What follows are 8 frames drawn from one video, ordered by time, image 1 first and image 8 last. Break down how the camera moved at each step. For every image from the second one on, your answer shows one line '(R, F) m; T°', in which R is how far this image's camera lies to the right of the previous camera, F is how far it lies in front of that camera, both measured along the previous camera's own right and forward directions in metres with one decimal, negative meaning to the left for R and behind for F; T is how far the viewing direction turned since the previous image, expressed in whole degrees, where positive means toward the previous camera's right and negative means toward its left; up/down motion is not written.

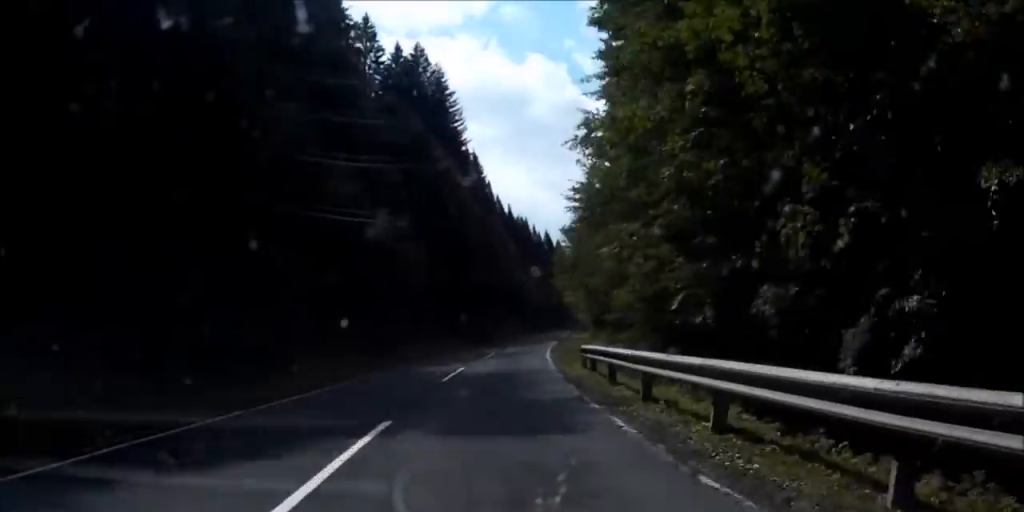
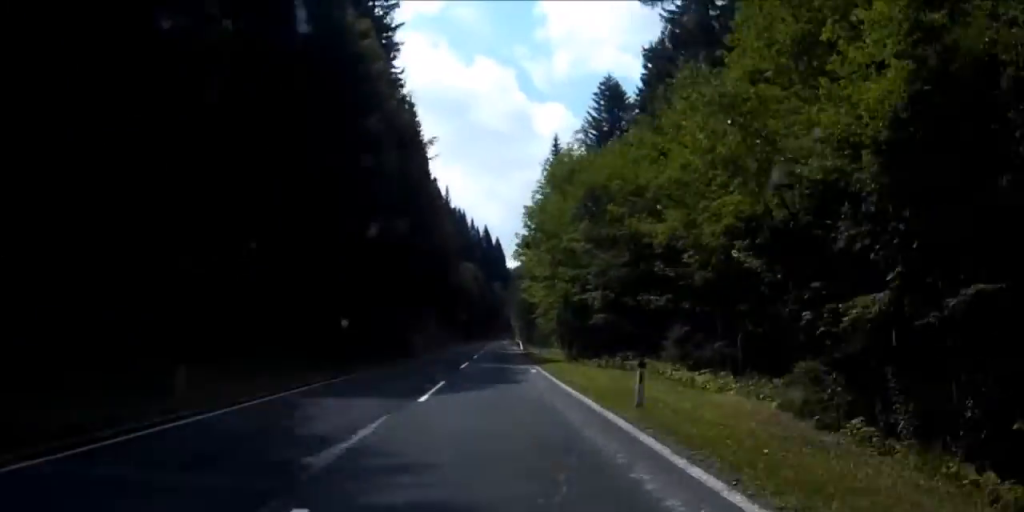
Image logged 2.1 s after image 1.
(+1.9, +35.3) m; +4°
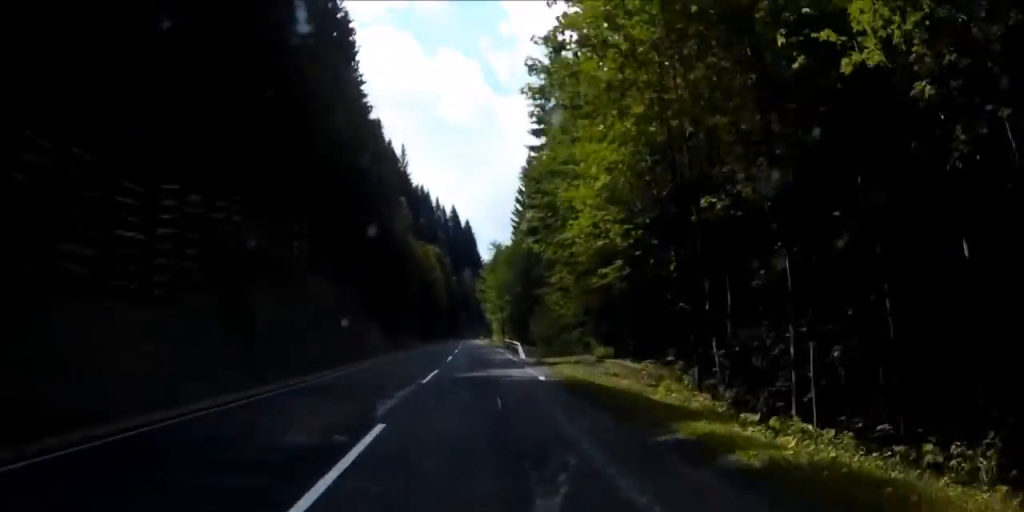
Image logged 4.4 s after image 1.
(+0.6, +38.9) m; +1°
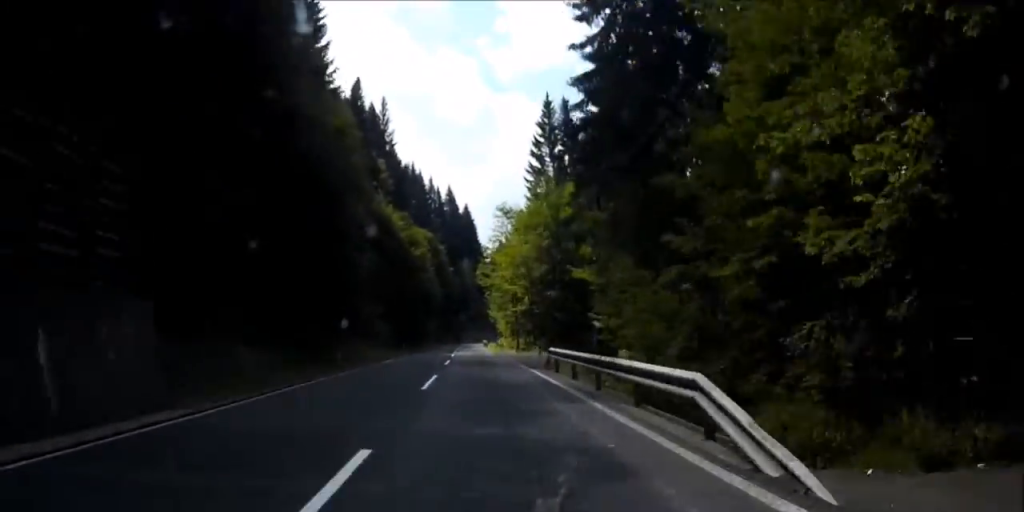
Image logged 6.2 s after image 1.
(0.0, +31.5) m; 0°
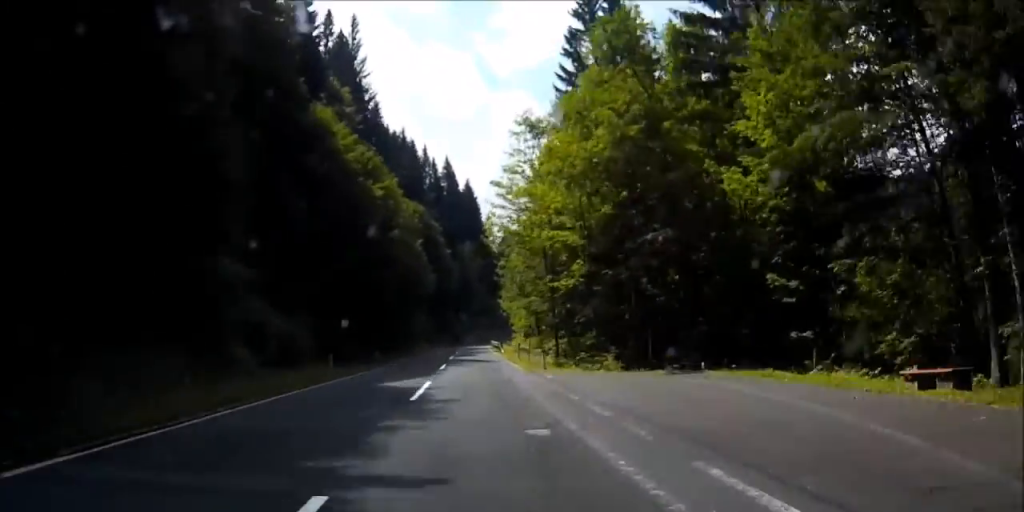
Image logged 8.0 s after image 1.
(-0.1, +31.7) m; 0°
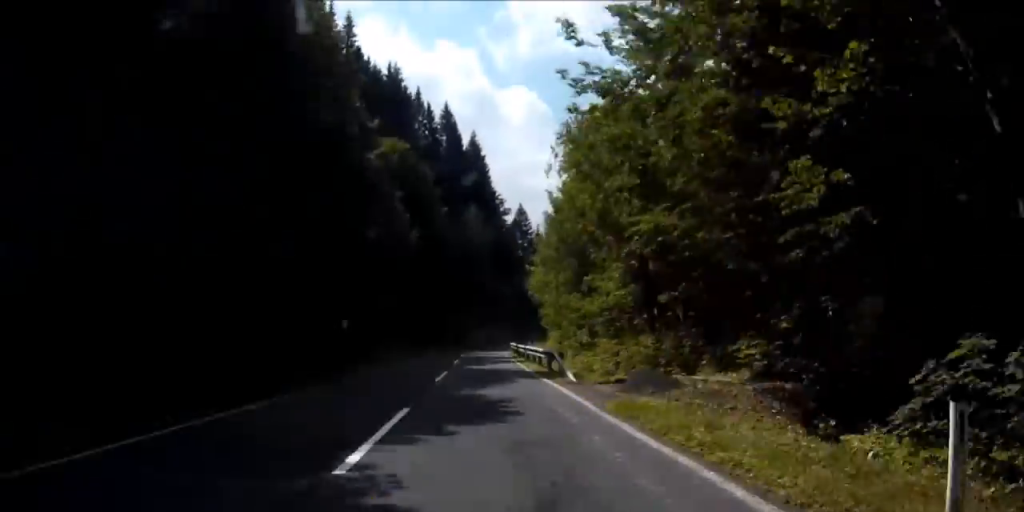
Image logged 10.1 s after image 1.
(+0.1, +36.9) m; +1°
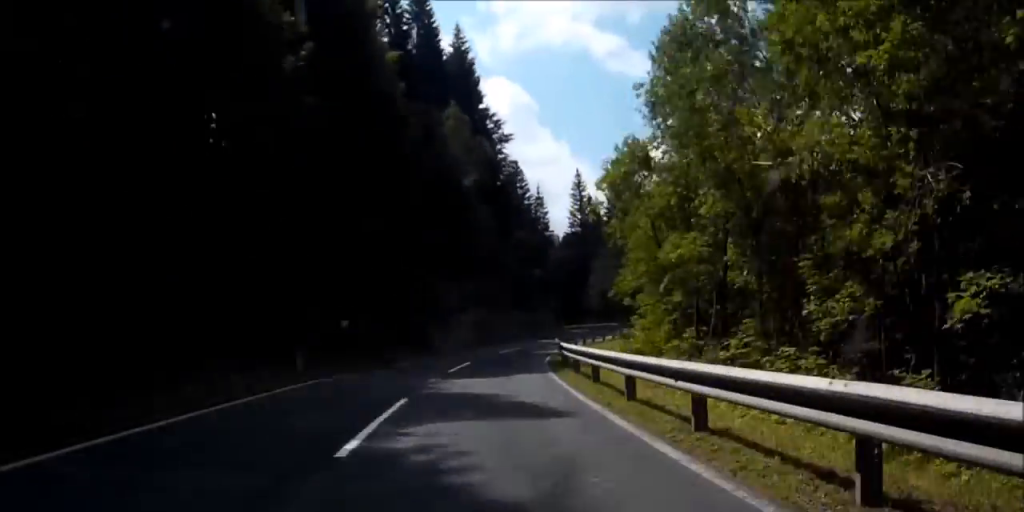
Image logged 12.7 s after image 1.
(+0.8, +42.5) m; +4°
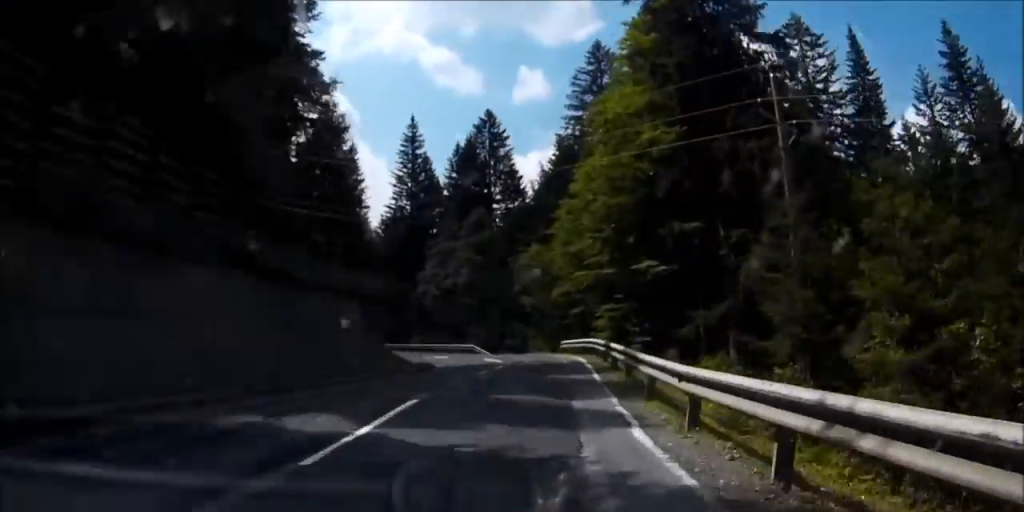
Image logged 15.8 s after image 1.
(+3.0, +44.2) m; +9°
